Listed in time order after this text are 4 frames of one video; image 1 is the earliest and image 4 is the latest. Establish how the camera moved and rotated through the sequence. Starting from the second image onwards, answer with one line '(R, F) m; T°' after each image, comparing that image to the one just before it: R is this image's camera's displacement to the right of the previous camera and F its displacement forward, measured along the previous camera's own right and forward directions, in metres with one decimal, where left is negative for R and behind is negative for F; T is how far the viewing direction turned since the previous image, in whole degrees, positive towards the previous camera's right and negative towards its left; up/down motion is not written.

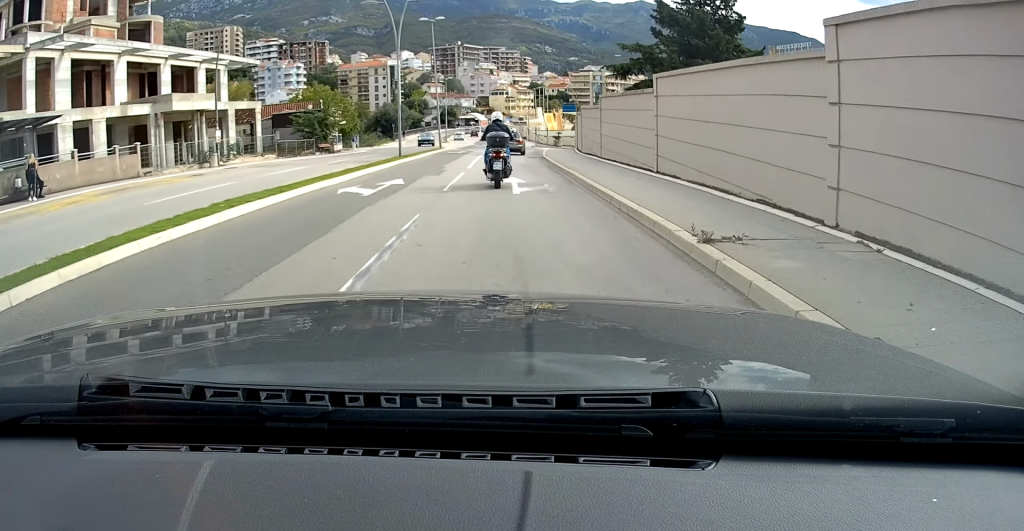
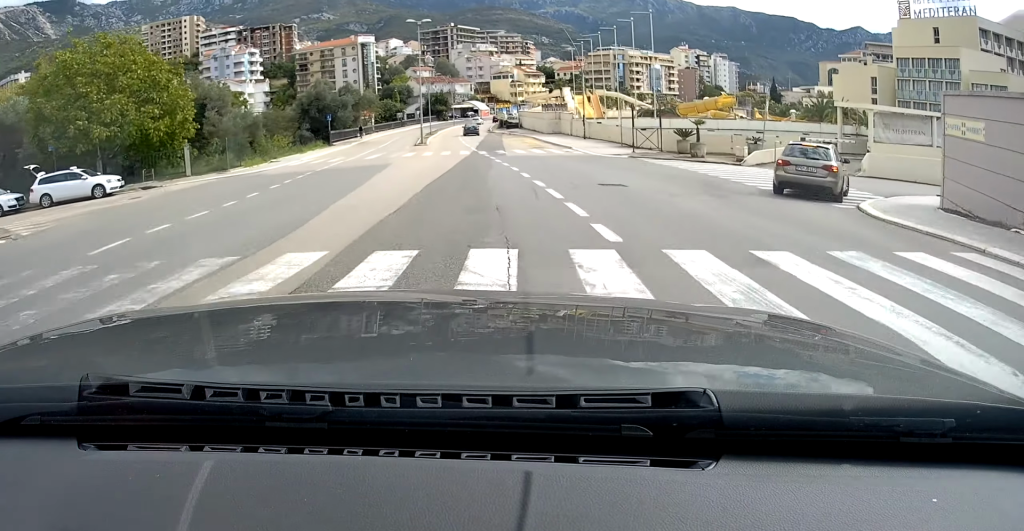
(0.0, +51.1) m; 0°
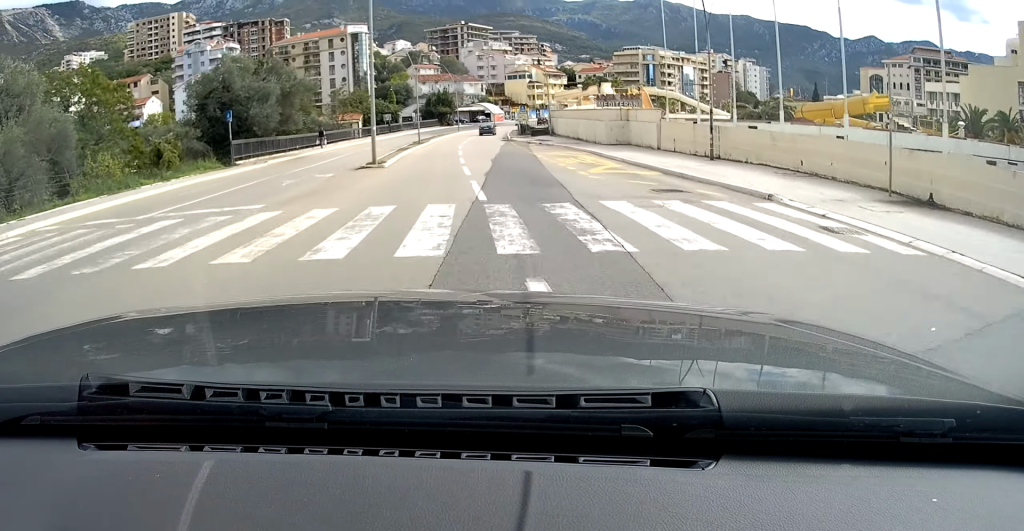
(-0.3, +26.4) m; -1°
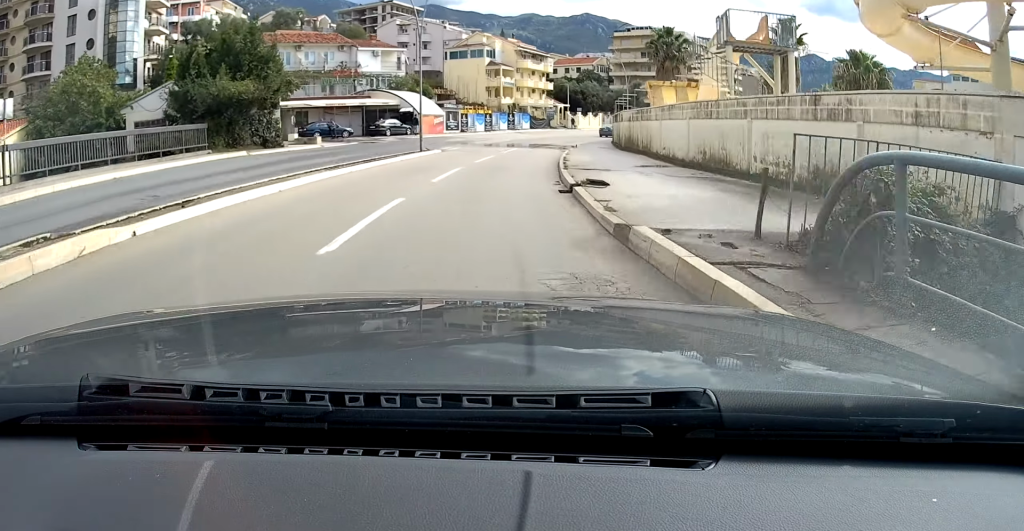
(+1.0, +80.6) m; +6°
